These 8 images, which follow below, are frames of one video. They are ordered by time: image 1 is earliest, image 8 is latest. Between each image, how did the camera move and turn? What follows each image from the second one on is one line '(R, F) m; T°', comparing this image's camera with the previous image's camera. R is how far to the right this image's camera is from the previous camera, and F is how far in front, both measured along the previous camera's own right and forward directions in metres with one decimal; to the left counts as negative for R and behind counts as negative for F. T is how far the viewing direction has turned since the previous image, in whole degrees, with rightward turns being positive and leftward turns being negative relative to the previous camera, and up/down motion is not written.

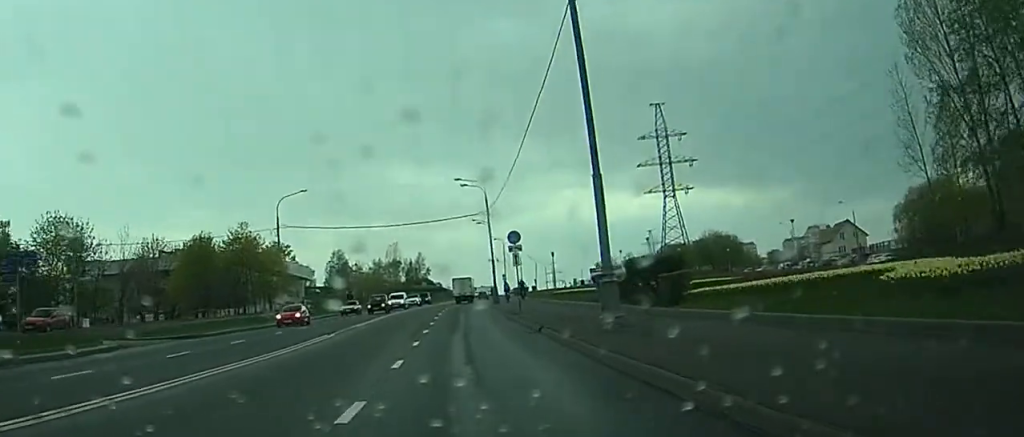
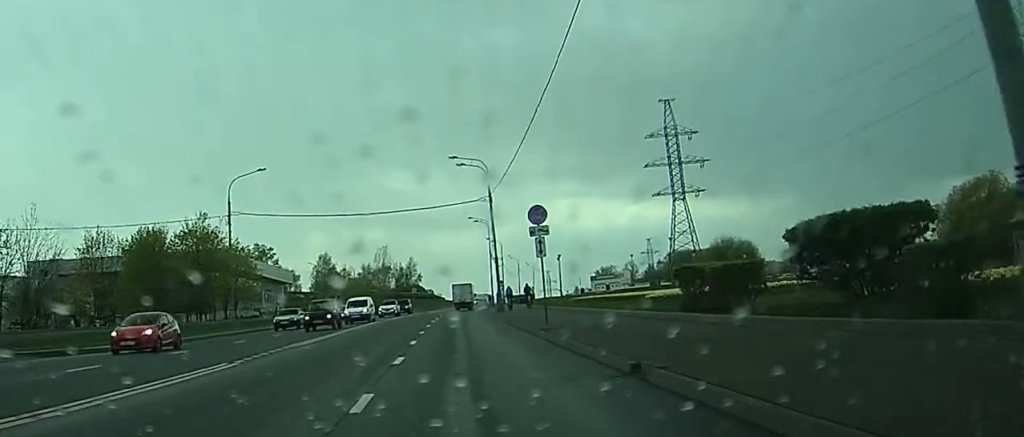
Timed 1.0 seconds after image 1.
(-0.4, +20.3) m; -1°
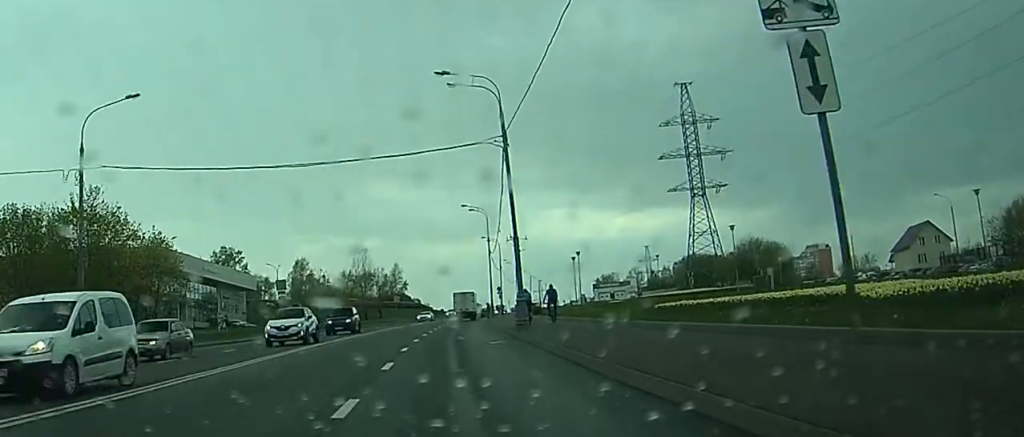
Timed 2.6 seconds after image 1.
(-0.1, +34.4) m; -1°
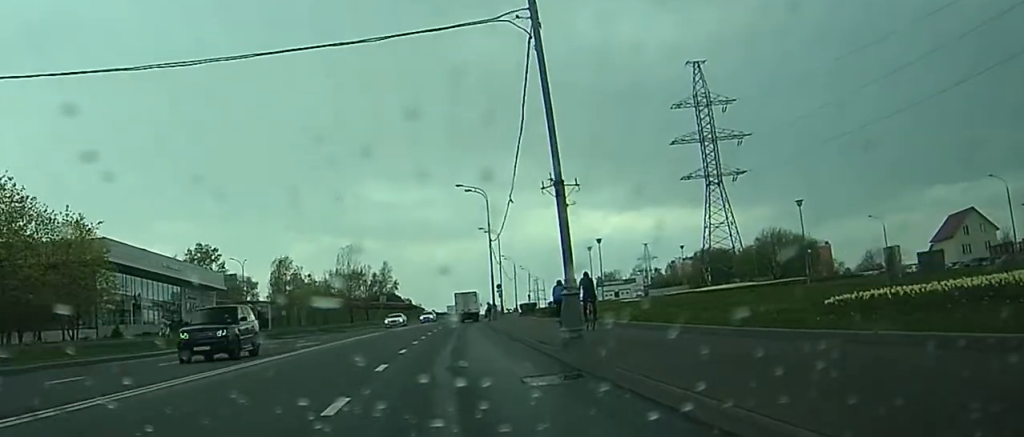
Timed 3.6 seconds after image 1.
(-0.2, +19.1) m; +1°
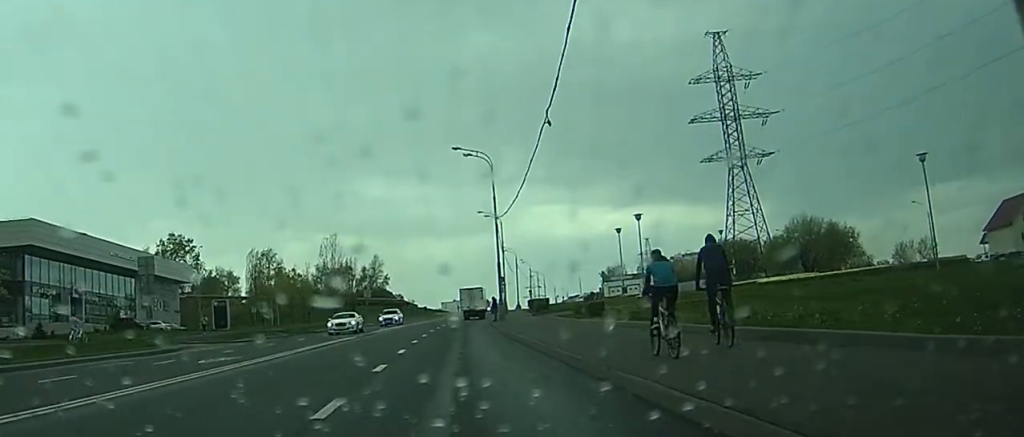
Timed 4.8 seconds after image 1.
(+0.4, +17.0) m; +2°
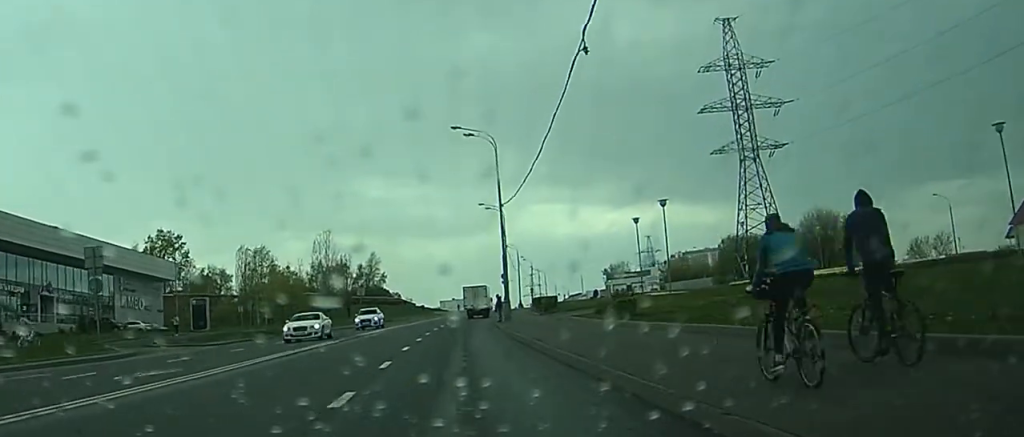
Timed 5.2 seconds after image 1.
(0.0, +6.4) m; 0°
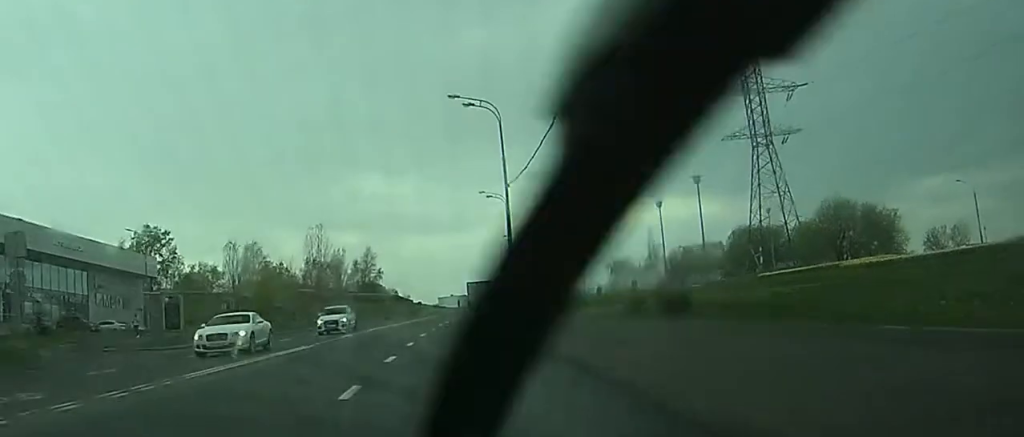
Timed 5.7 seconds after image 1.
(0.0, +6.9) m; 0°
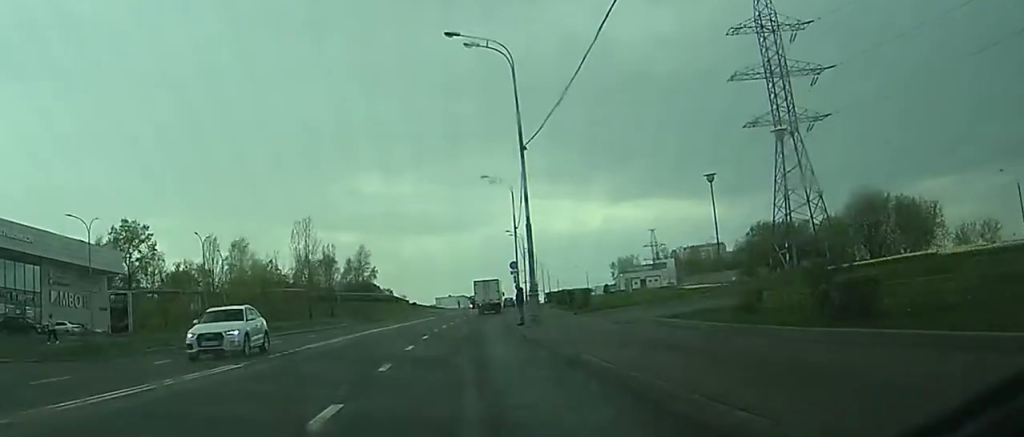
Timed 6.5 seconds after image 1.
(0.0, +10.9) m; -1°
